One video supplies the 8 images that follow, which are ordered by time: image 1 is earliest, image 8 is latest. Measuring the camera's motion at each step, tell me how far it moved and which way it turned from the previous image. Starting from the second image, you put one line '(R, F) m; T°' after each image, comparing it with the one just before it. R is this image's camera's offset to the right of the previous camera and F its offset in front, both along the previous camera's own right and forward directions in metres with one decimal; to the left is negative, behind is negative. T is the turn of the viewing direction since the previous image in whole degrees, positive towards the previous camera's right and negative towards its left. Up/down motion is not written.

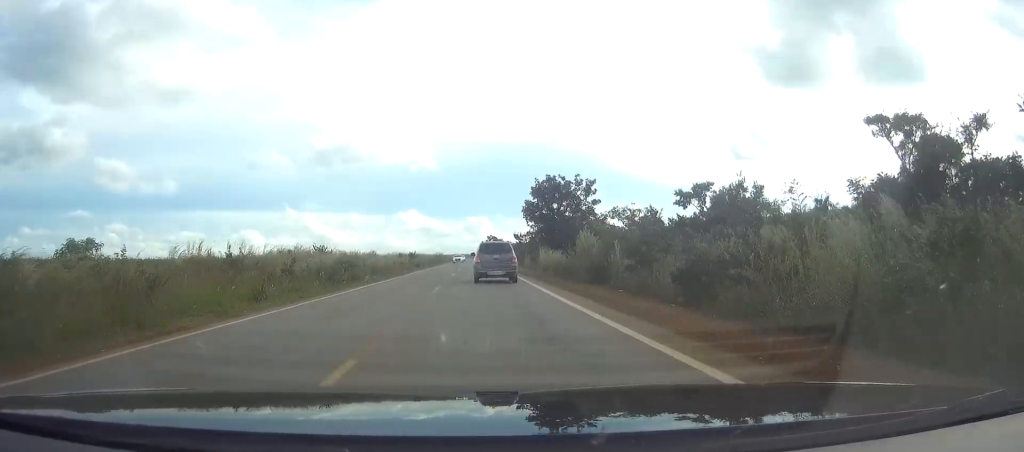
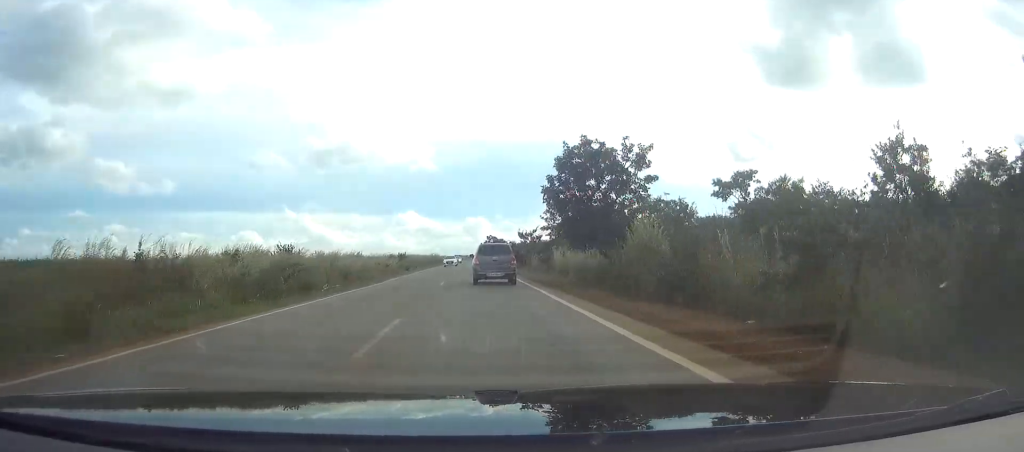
(0.0, +13.2) m; 0°
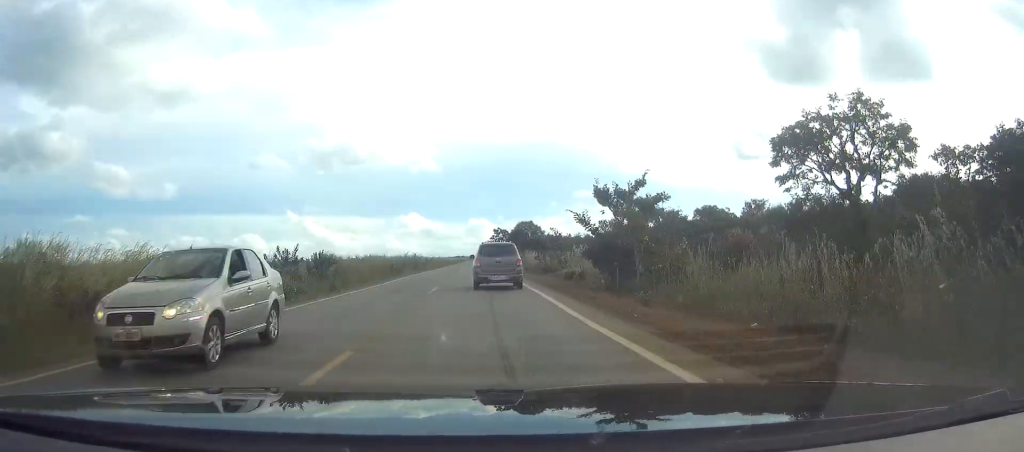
(-0.1, +58.4) m; 0°
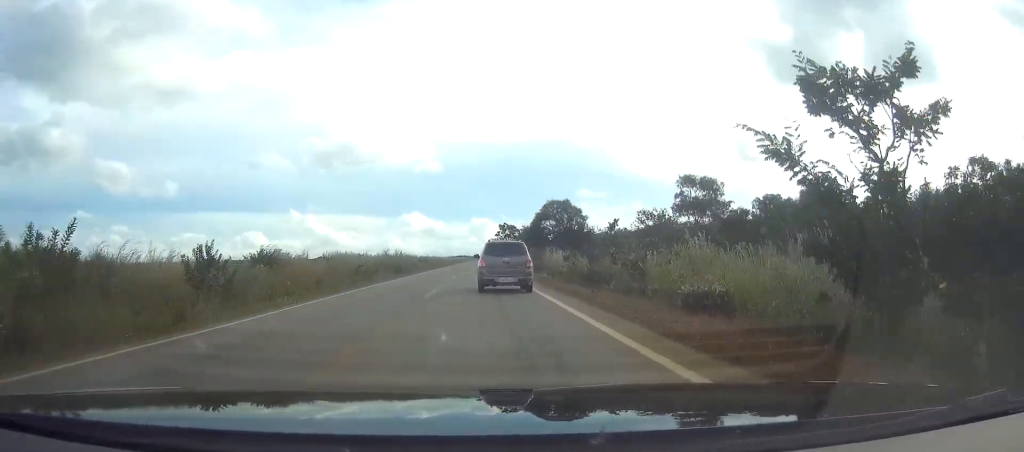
(0.0, +22.1) m; 0°
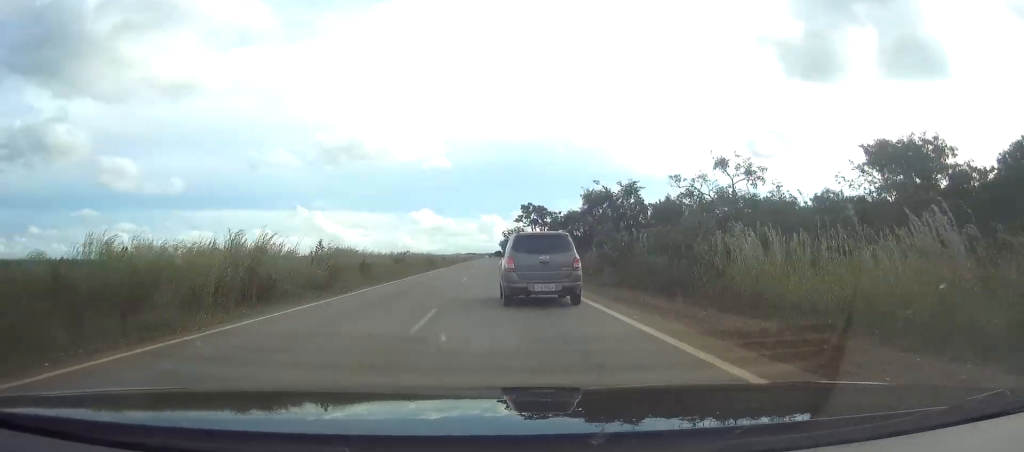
(-0.2, +45.9) m; -1°
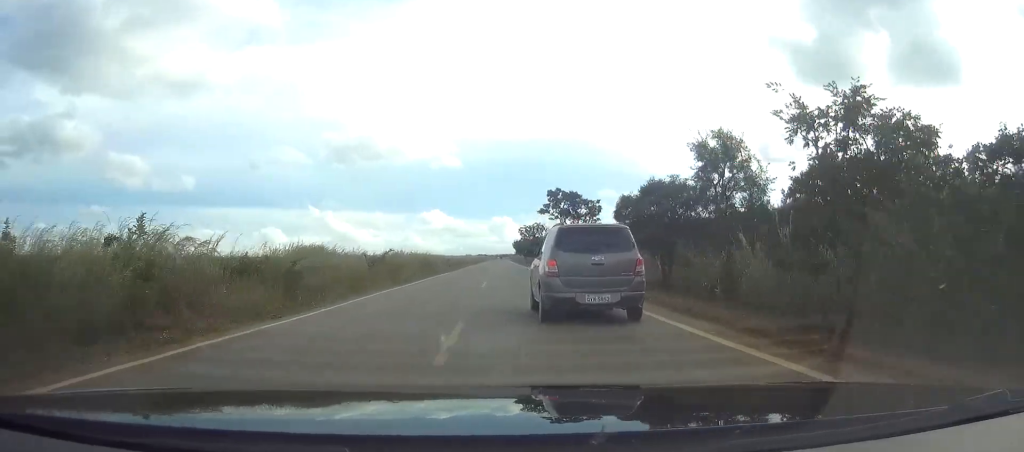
(-0.1, +21.9) m; -1°
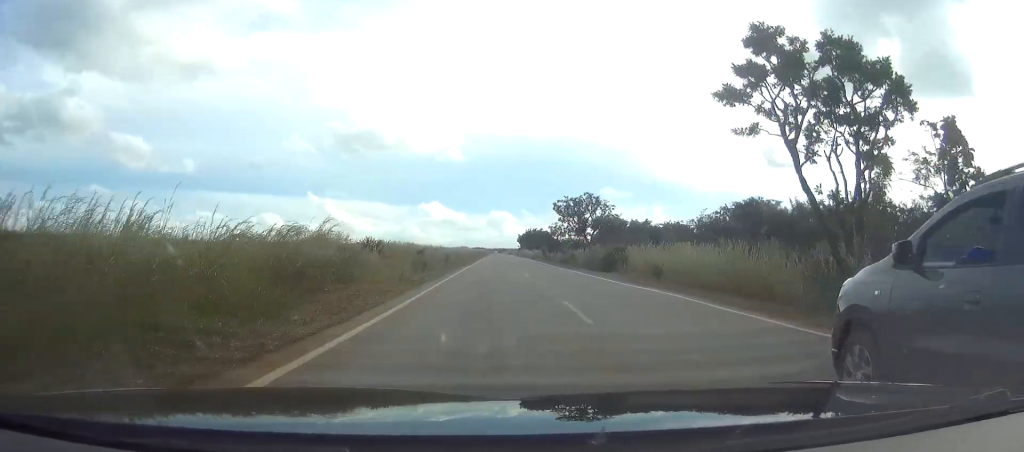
(-0.6, +51.9) m; 0°
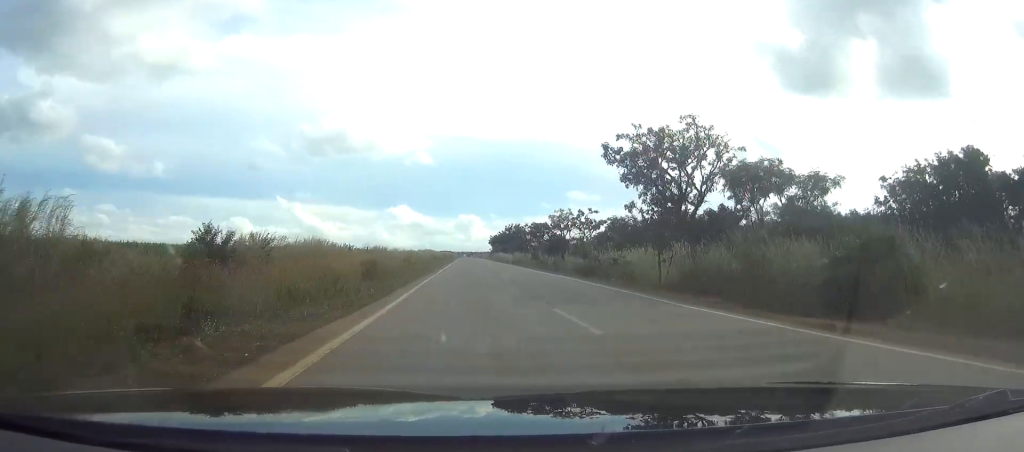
(+0.6, +38.6) m; +2°
